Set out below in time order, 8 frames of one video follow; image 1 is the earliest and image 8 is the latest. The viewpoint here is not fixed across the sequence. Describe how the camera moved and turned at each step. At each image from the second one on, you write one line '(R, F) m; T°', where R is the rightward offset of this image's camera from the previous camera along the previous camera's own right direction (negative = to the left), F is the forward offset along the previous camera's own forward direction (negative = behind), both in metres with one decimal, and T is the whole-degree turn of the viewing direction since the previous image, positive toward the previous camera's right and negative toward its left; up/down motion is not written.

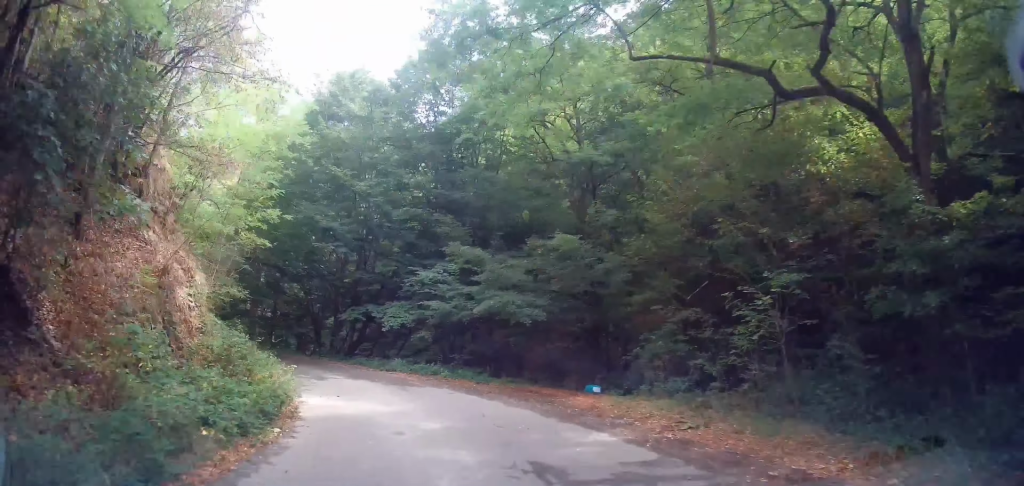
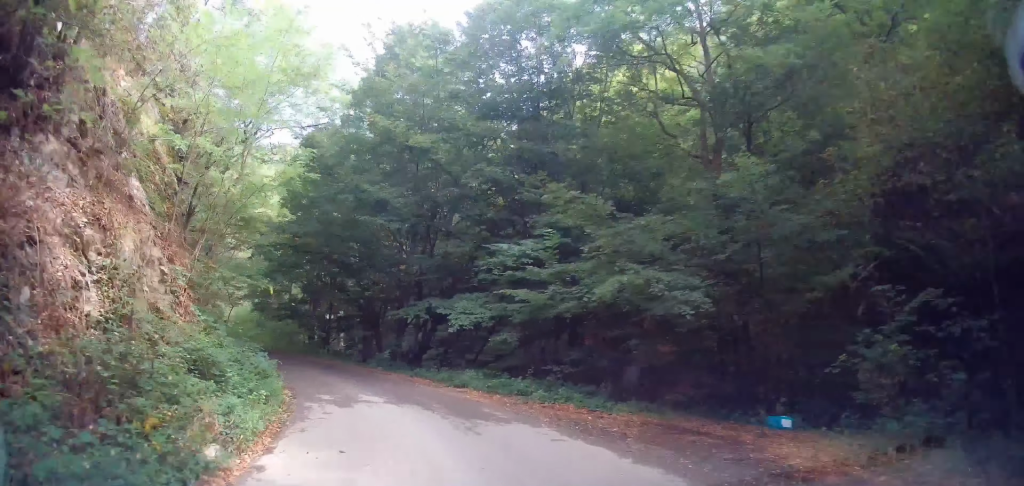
(-0.4, +5.4) m; -7°
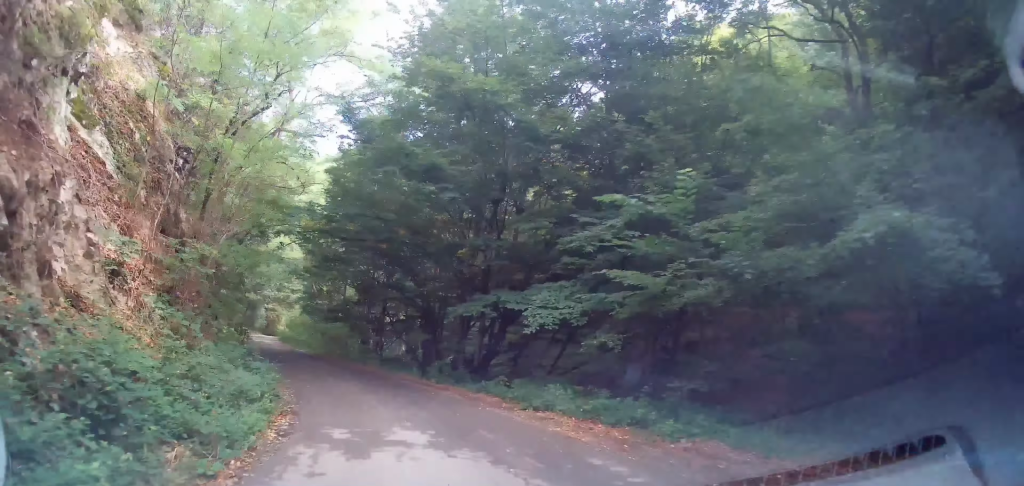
(0.0, +3.8) m; -5°
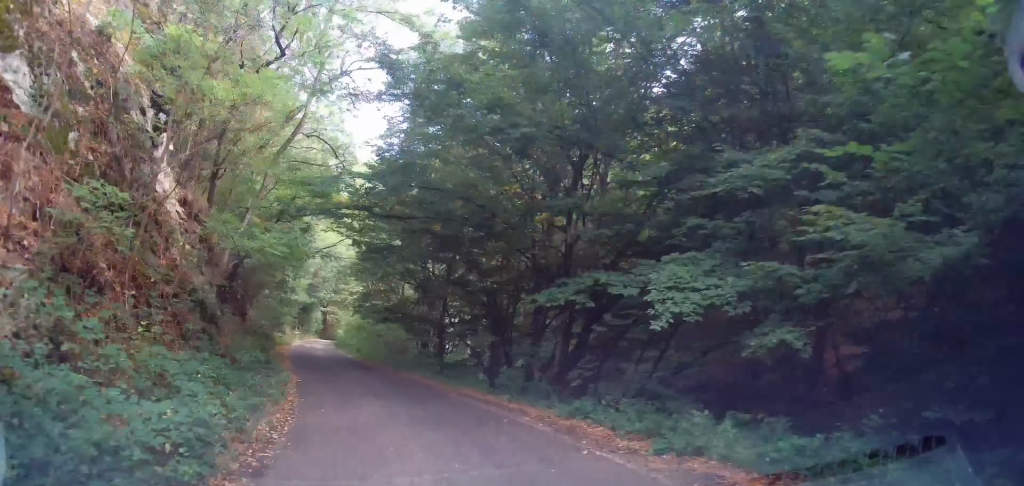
(0.0, +3.8) m; -5°
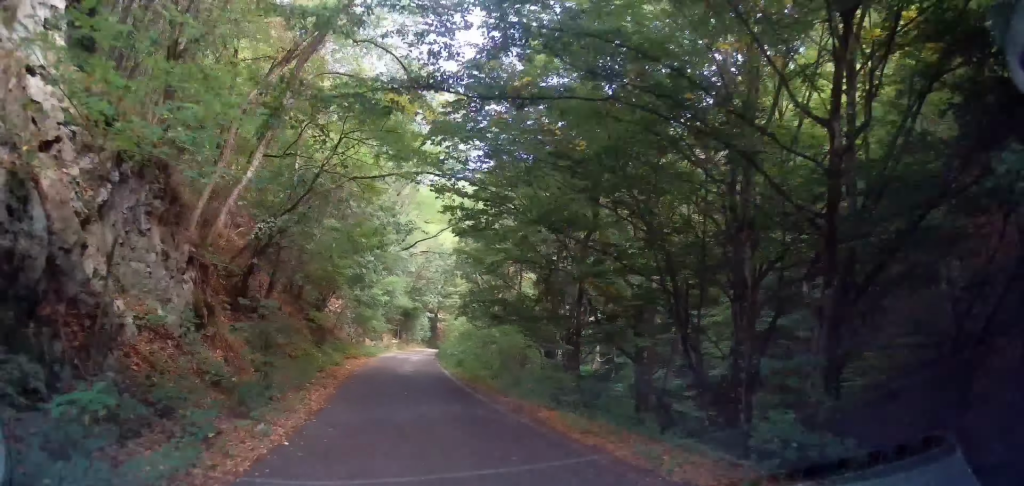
(-1.0, +6.8) m; -6°
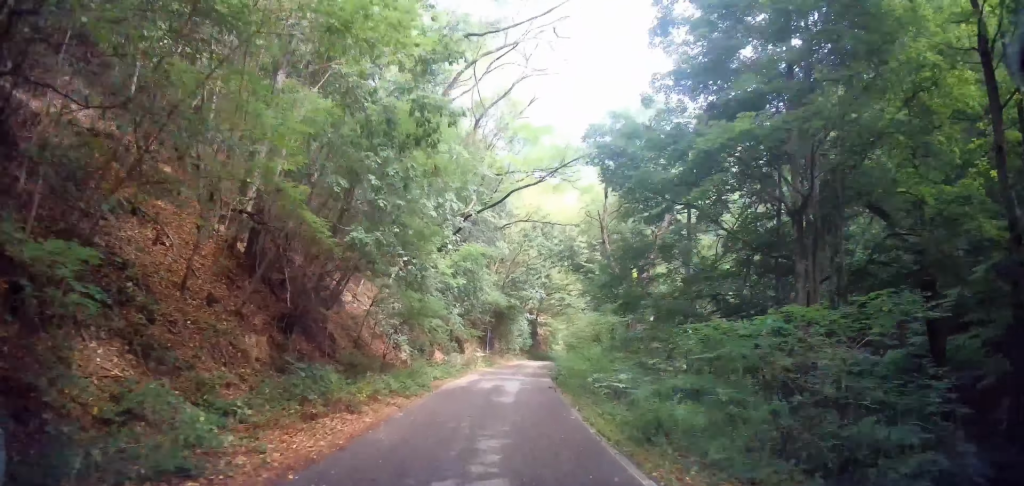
(-0.1, +12.1) m; -6°
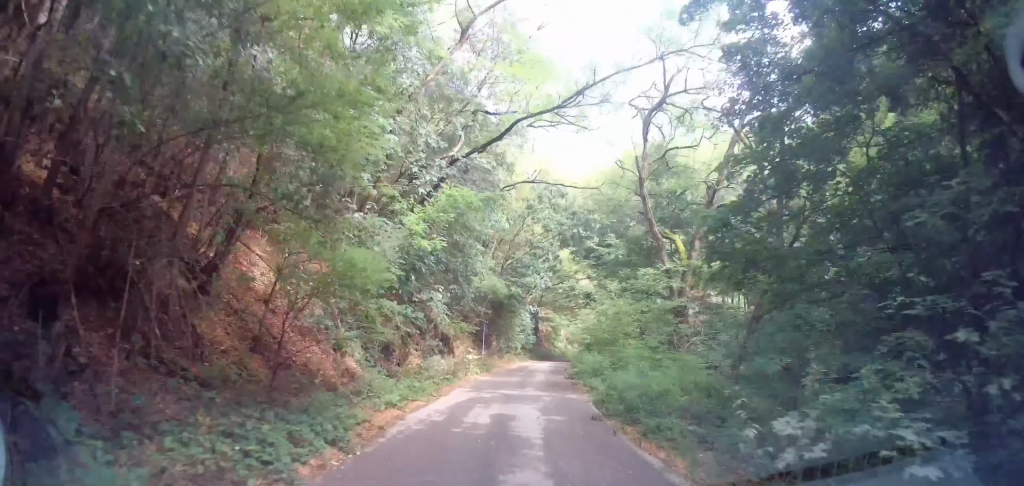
(-0.3, +5.5) m; -7°
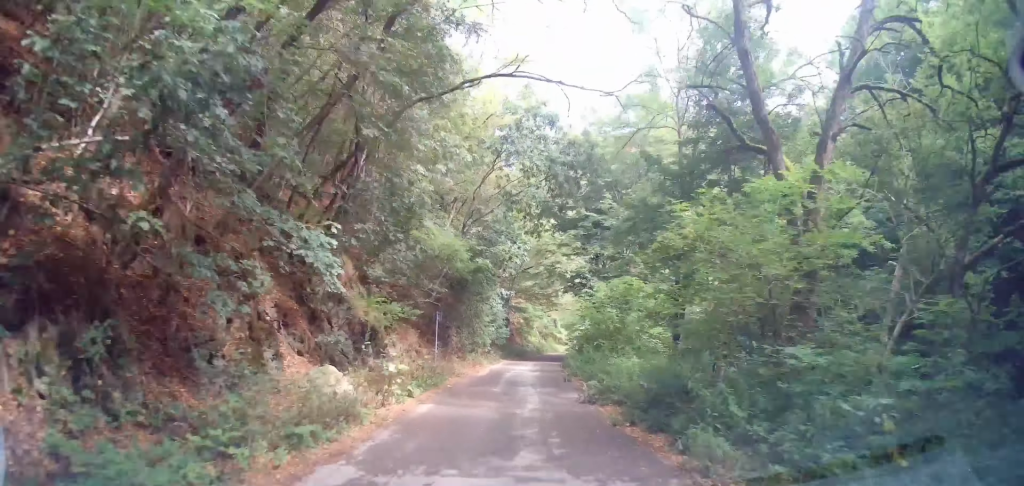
(-0.7, +7.3) m; -8°
